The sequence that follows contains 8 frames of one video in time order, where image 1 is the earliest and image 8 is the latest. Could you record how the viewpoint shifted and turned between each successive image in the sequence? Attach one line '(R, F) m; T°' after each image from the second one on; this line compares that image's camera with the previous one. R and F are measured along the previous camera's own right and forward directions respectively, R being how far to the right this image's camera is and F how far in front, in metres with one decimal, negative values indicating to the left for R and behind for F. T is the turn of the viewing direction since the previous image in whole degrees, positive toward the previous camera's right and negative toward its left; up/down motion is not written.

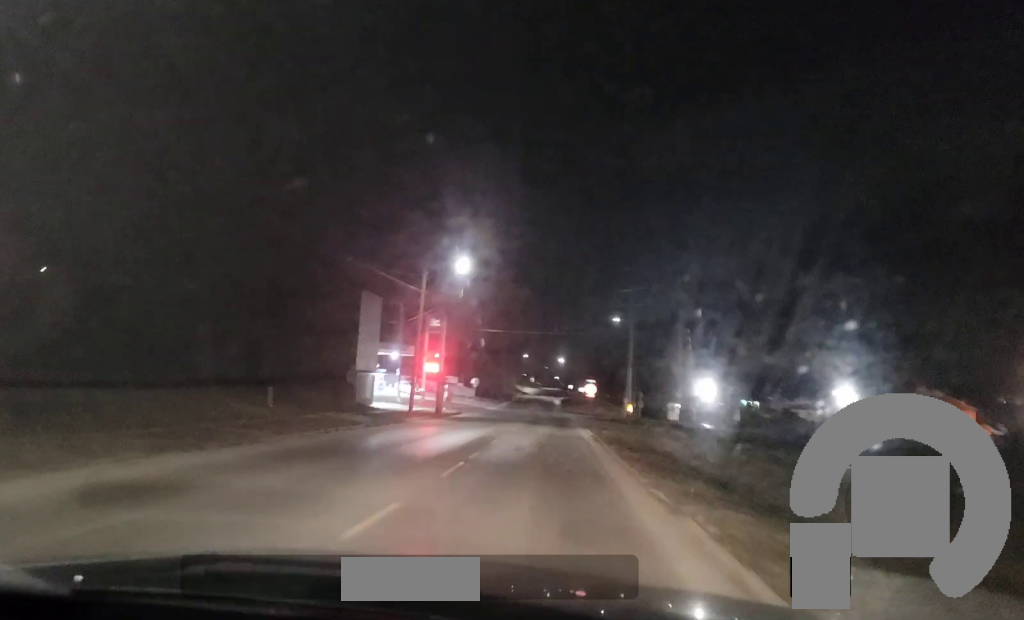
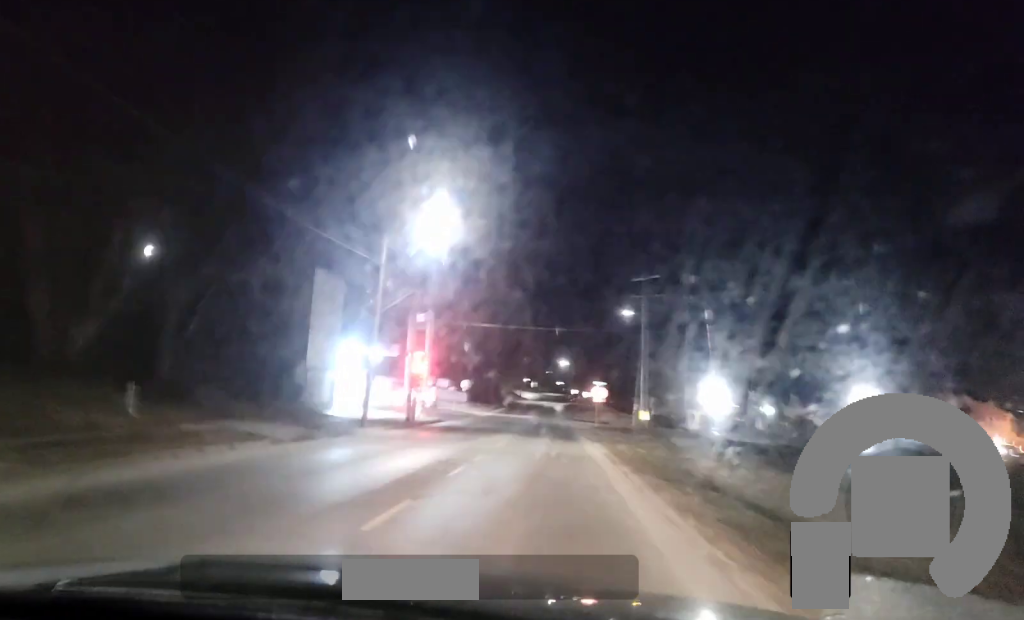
(-0.2, +11.1) m; -1°
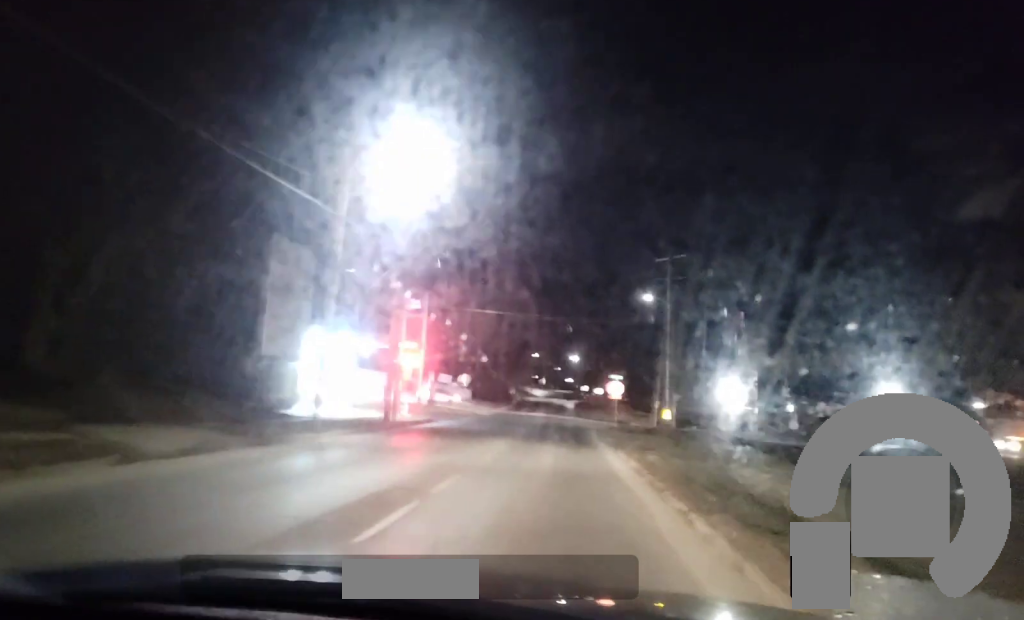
(0.0, +8.3) m; 0°
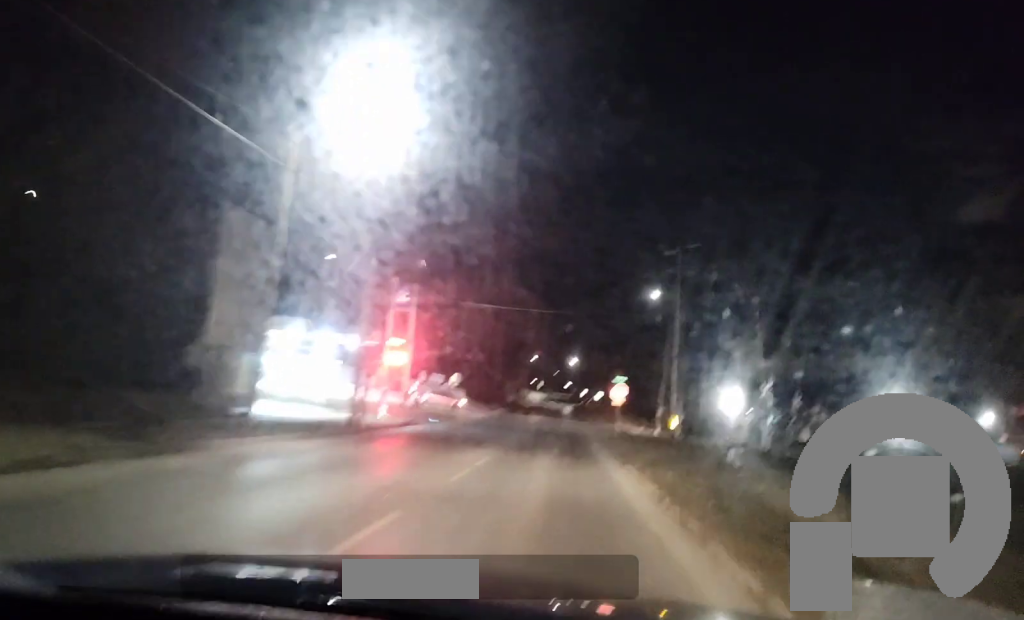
(0.0, +5.8) m; 0°
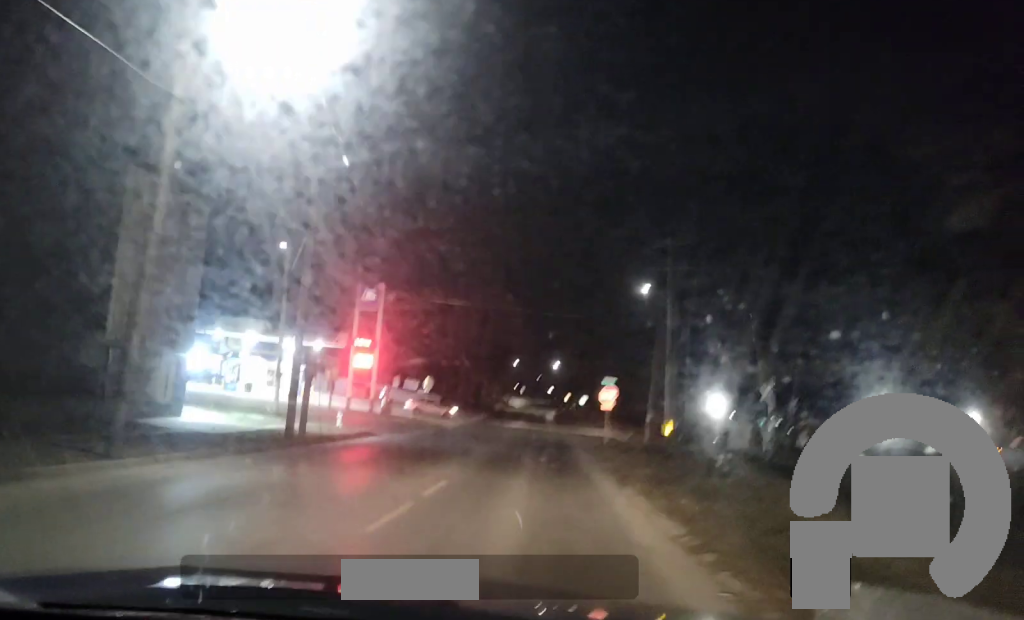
(-0.1, +5.7) m; 0°
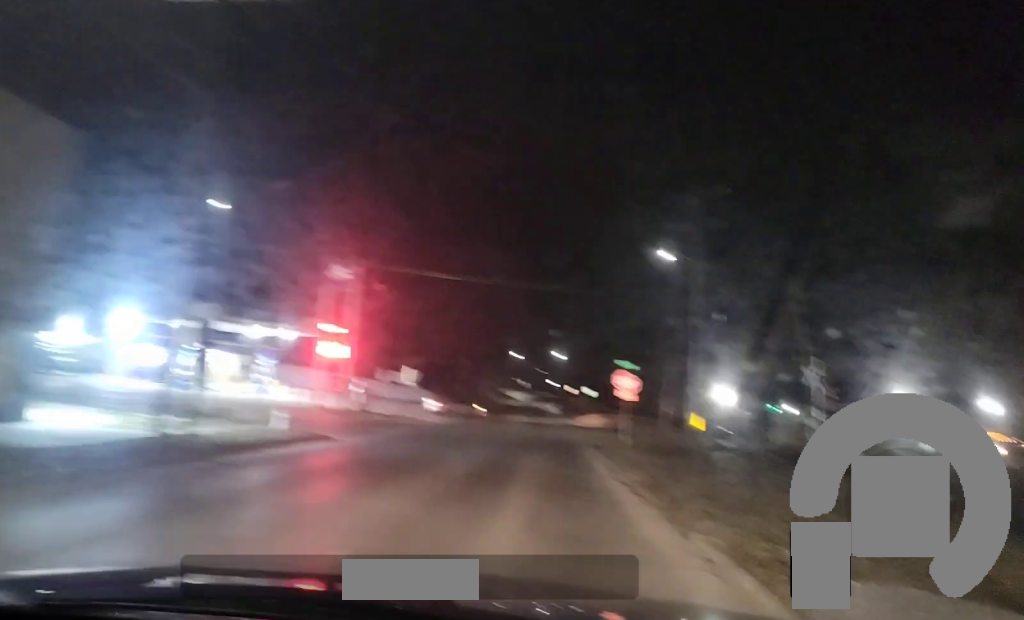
(+0.1, +9.2) m; 0°
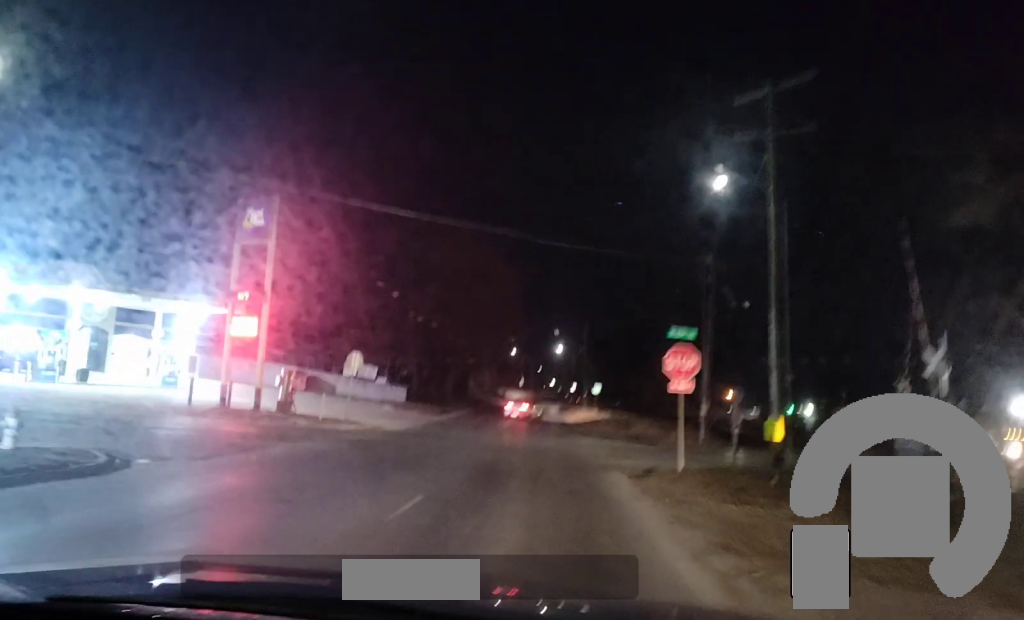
(+0.1, +15.6) m; +1°
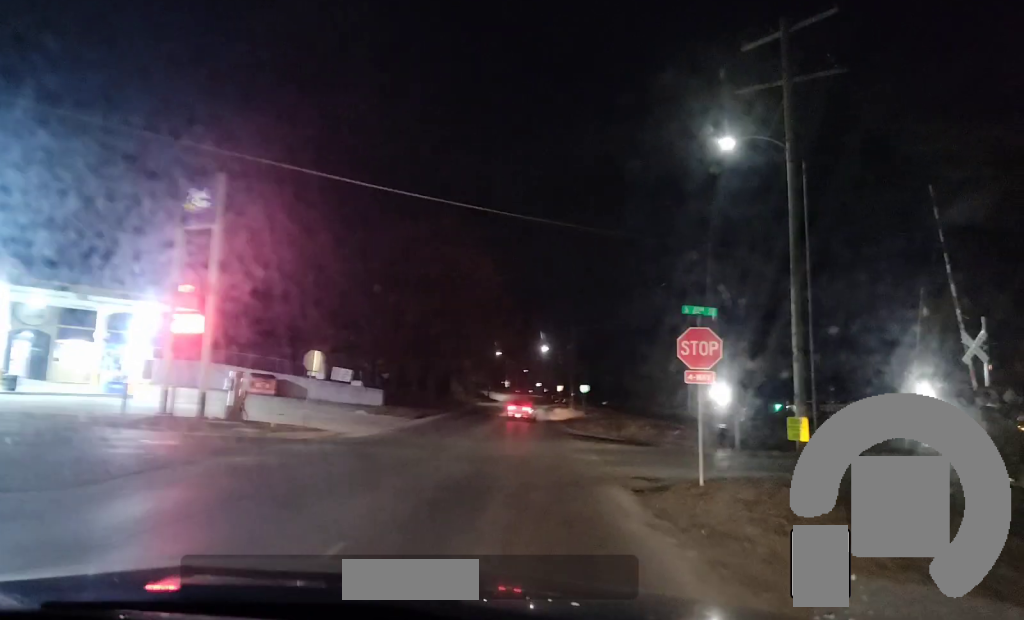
(+0.1, +4.9) m; 0°
